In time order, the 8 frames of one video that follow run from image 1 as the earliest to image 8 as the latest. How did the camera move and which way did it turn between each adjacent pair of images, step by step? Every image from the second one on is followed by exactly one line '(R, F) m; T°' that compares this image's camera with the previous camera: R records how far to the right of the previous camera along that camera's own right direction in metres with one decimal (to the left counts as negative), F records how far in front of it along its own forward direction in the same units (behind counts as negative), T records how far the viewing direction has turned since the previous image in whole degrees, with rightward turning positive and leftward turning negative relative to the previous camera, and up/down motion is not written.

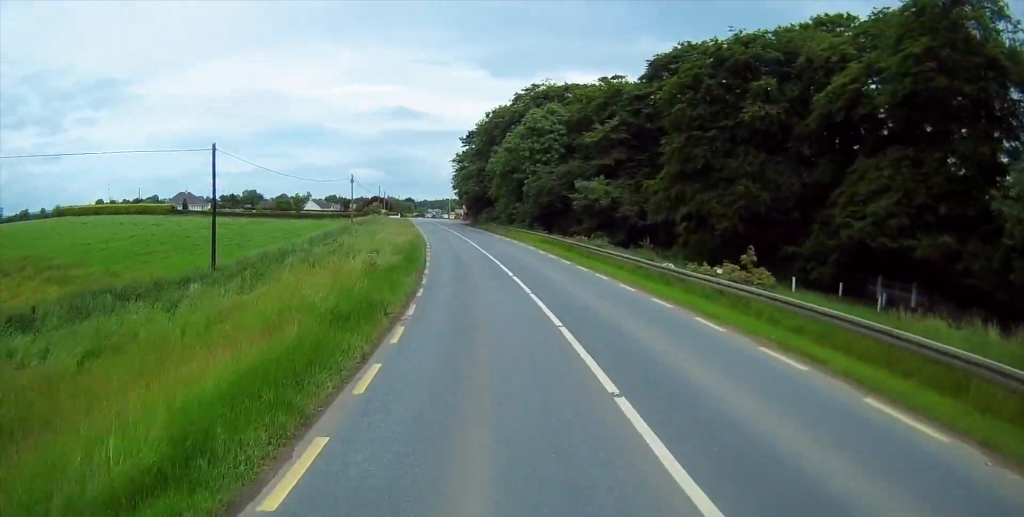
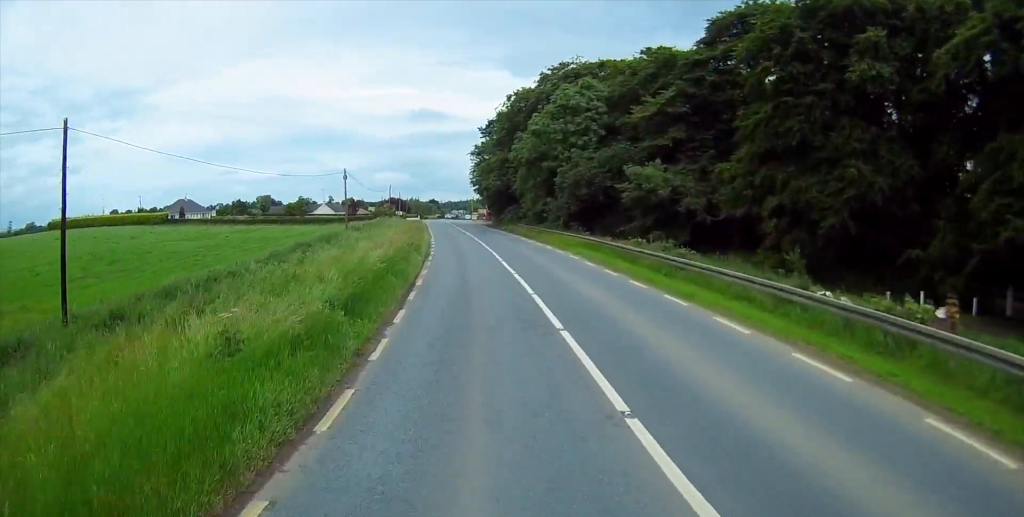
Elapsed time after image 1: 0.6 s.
(-0.3, +13.8) m; -3°
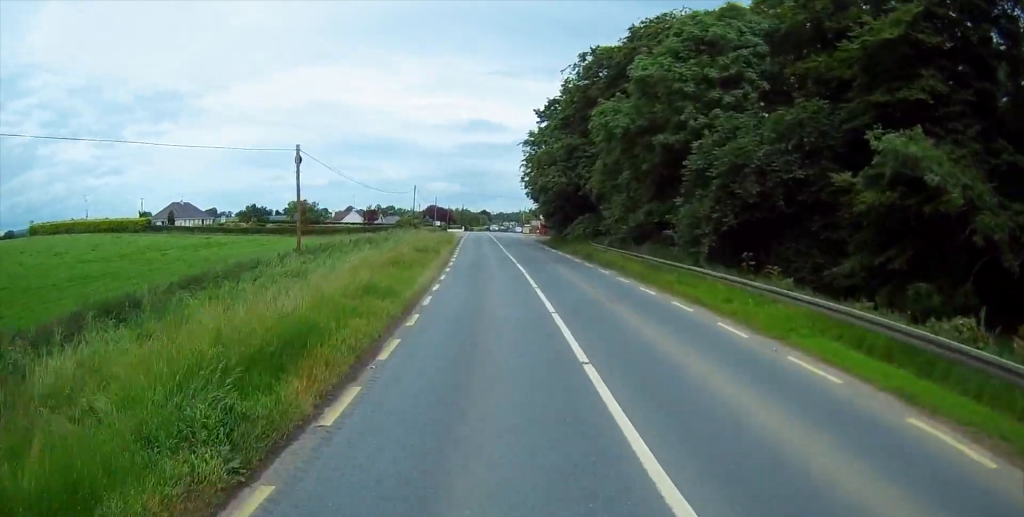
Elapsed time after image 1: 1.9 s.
(-1.2, +27.6) m; -3°
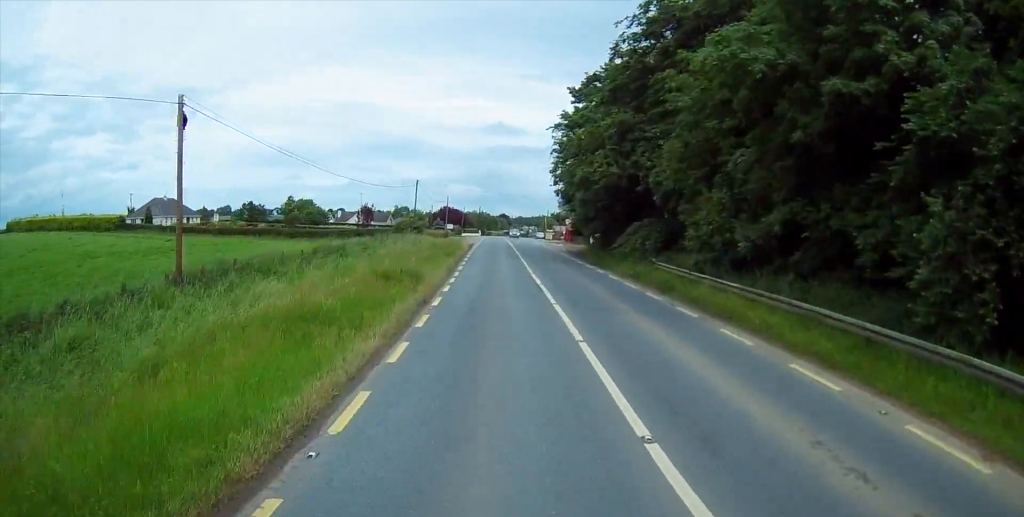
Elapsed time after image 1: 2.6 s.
(-0.1, +15.8) m; -1°
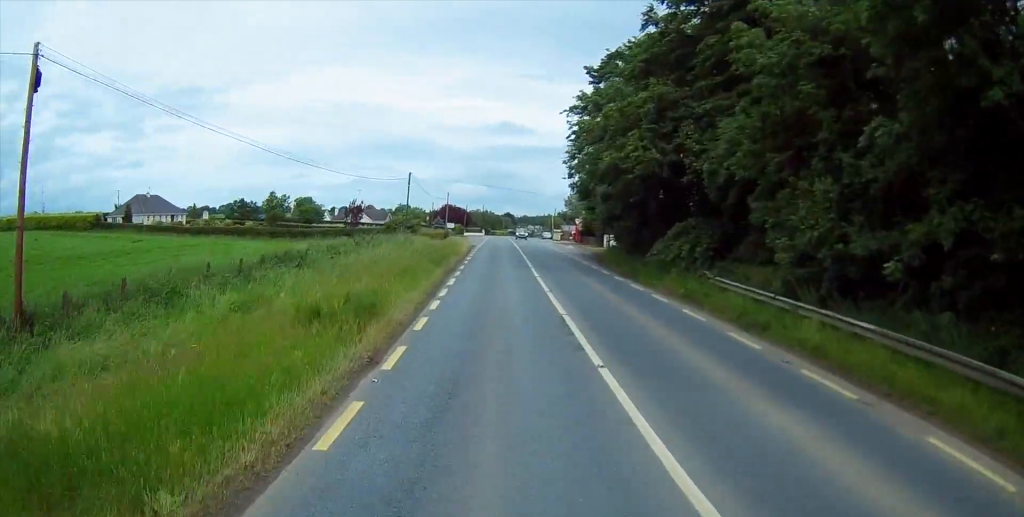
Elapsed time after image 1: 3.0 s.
(0.0, +8.6) m; -1°
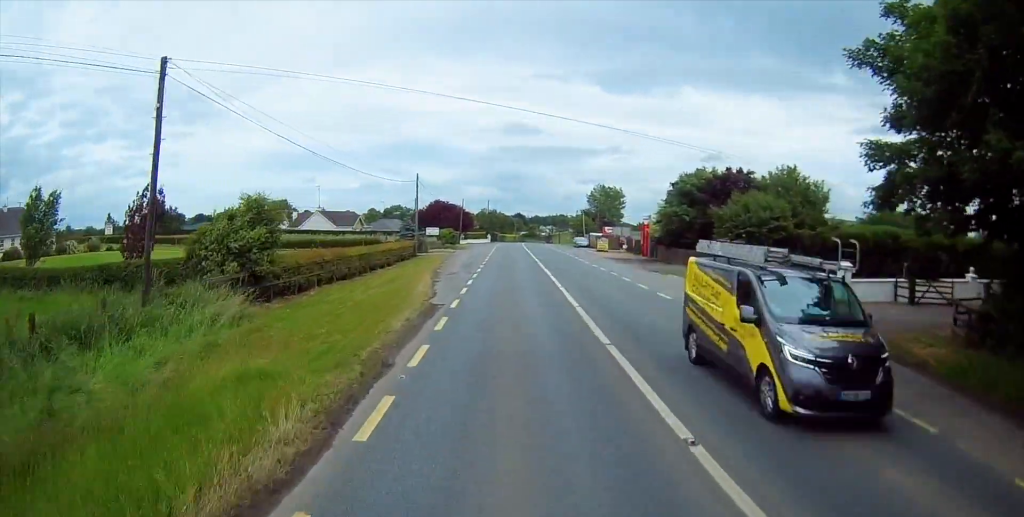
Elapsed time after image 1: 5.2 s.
(-0.9, +46.2) m; -1°
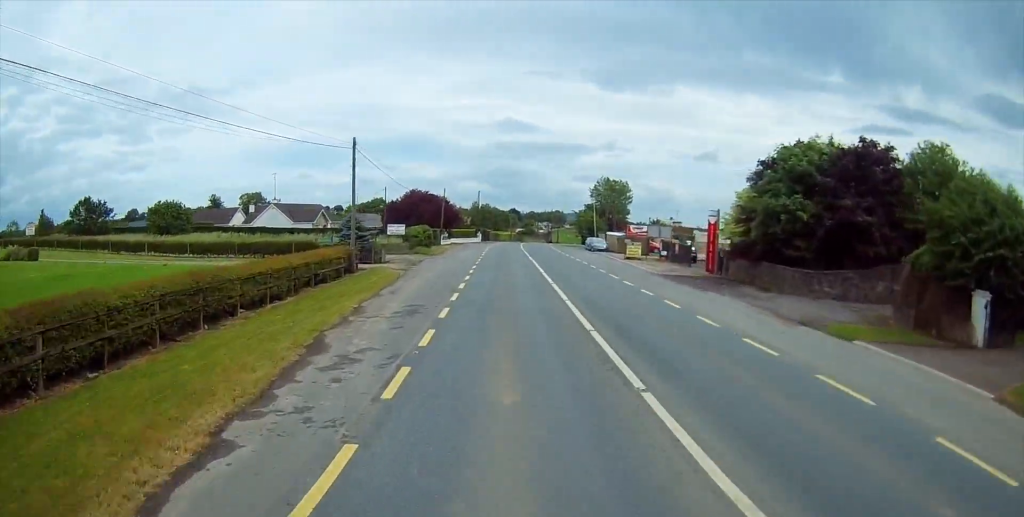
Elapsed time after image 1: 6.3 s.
(-0.3, +22.5) m; -1°
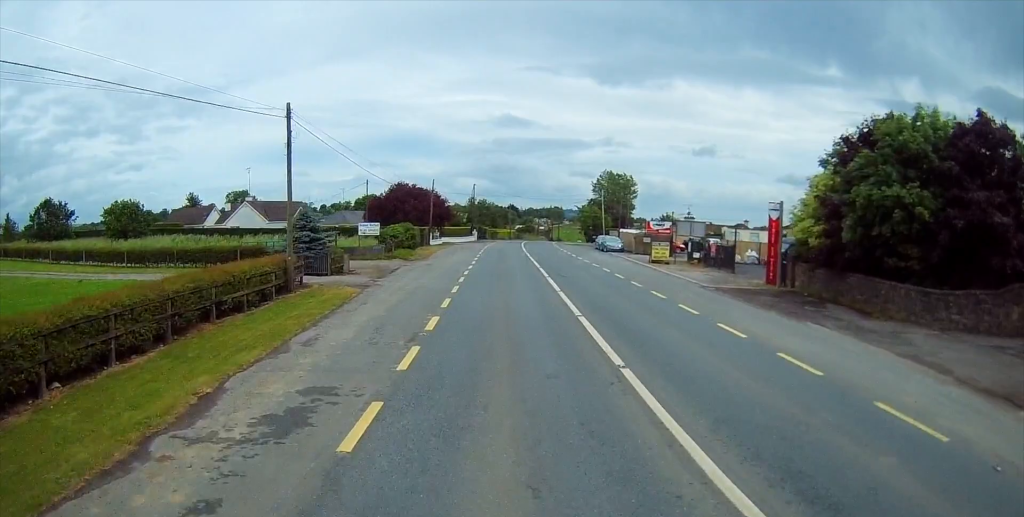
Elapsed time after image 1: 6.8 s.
(0.0, +10.5) m; 0°
